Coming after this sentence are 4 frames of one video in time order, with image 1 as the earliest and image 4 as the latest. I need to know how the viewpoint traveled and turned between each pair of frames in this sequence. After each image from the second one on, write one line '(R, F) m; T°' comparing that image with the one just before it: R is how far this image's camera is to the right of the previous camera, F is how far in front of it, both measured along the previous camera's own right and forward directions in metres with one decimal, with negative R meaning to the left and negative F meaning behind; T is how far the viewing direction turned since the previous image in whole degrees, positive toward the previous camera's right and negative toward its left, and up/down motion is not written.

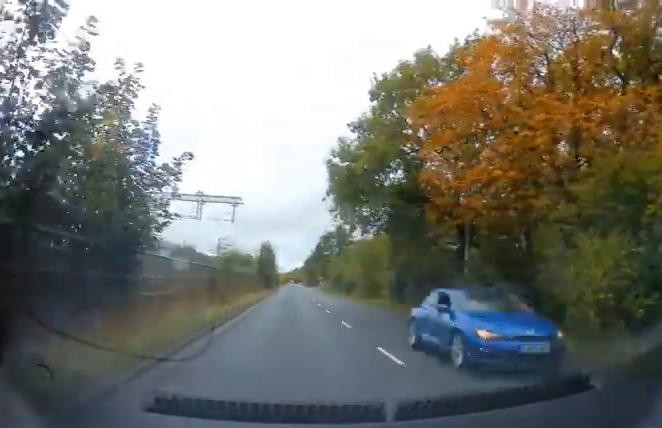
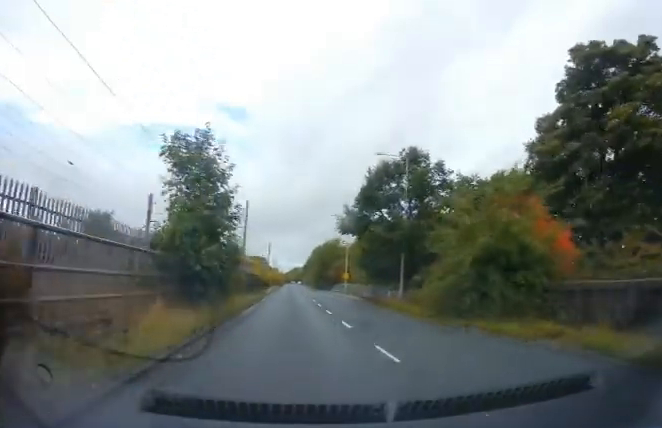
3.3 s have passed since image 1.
(0.0, +48.9) m; -1°
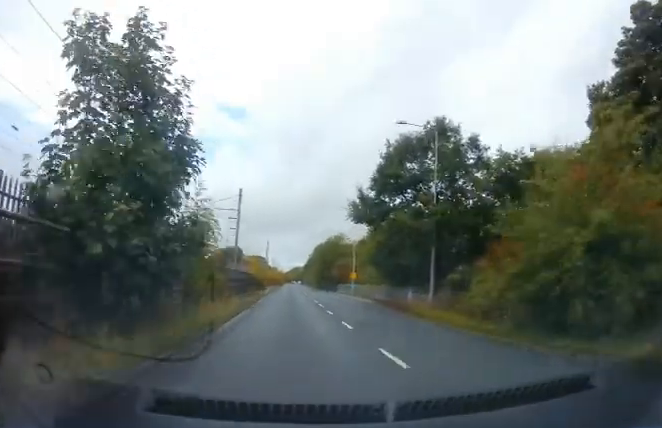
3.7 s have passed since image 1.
(-0.1, +6.3) m; 0°
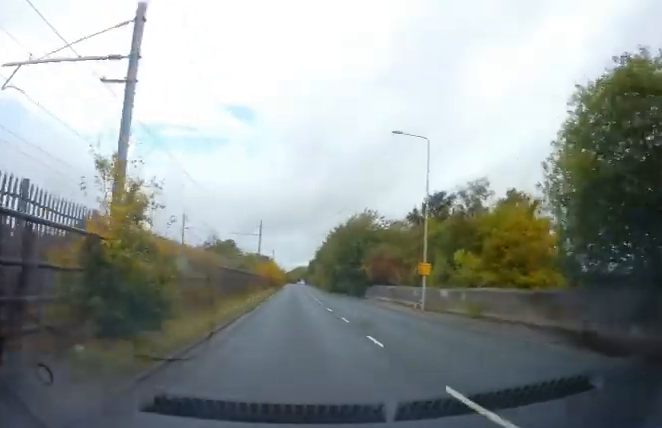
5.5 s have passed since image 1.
(+1.0, +28.1) m; 0°
